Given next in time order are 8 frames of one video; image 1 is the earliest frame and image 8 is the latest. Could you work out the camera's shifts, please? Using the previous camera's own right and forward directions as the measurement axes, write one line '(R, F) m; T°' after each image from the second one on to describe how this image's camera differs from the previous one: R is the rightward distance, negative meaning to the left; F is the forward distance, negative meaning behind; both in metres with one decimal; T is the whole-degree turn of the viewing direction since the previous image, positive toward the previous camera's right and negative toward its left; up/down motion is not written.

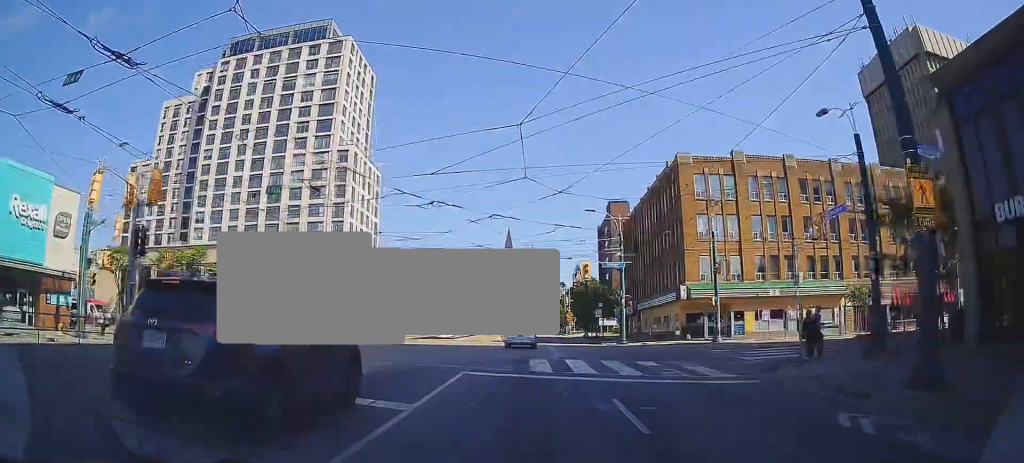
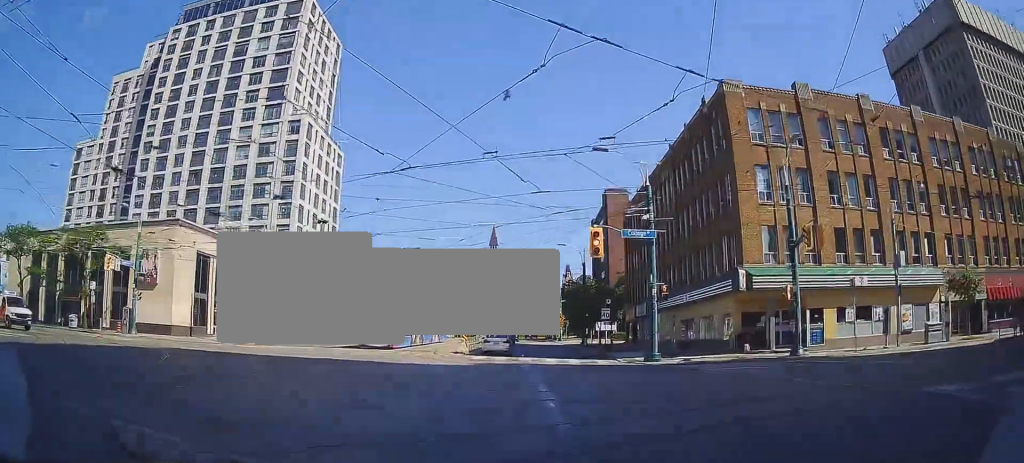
(-0.2, +14.9) m; +2°
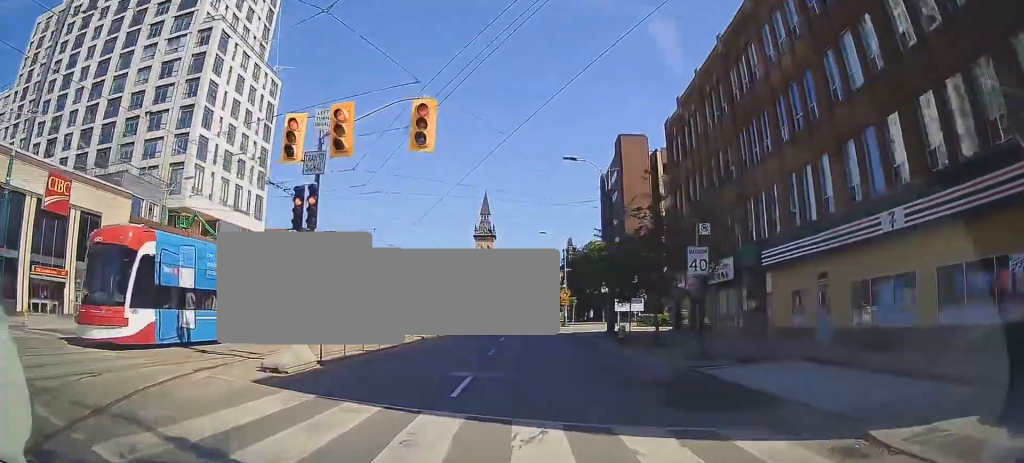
(+0.7, +23.5) m; 0°
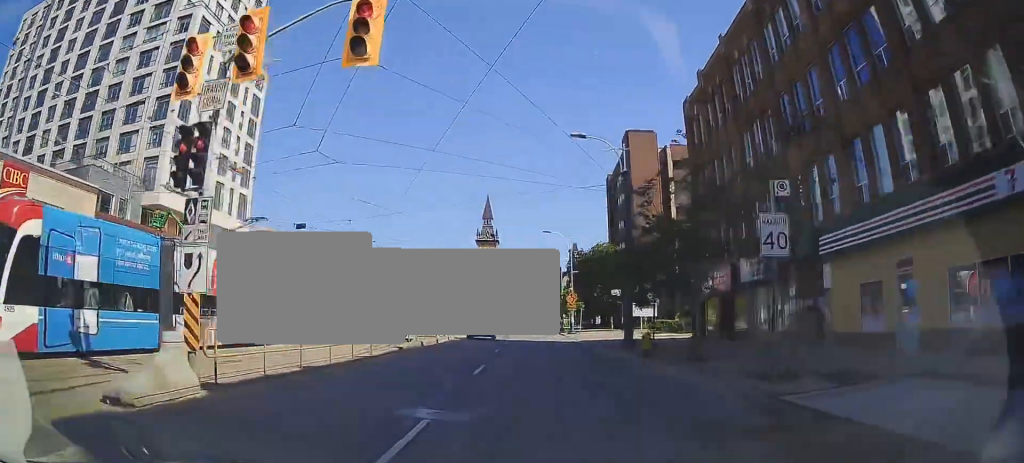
(-0.1, +4.9) m; -1°
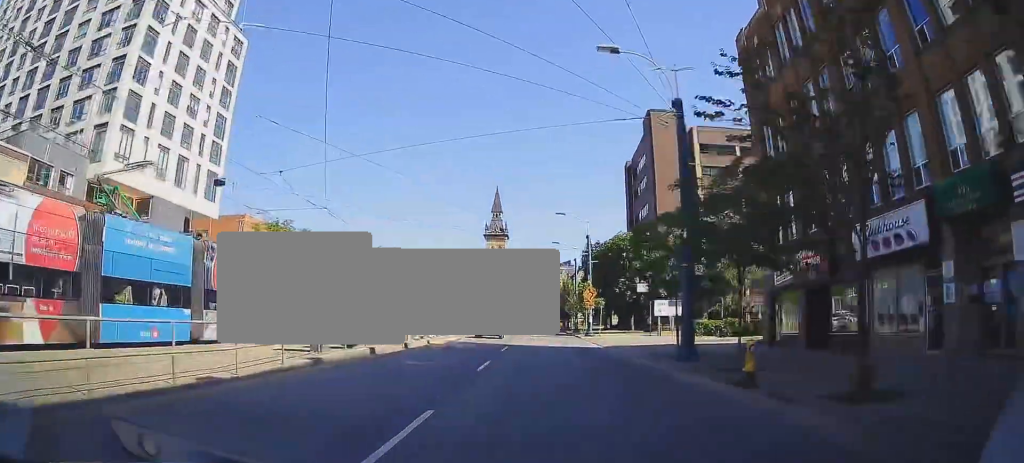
(0.0, +9.1) m; 0°
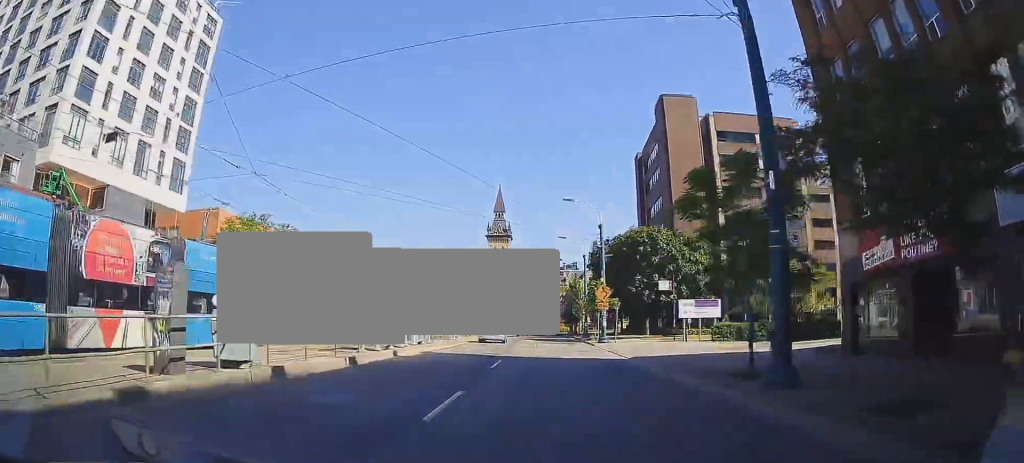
(0.0, +6.7) m; 0°
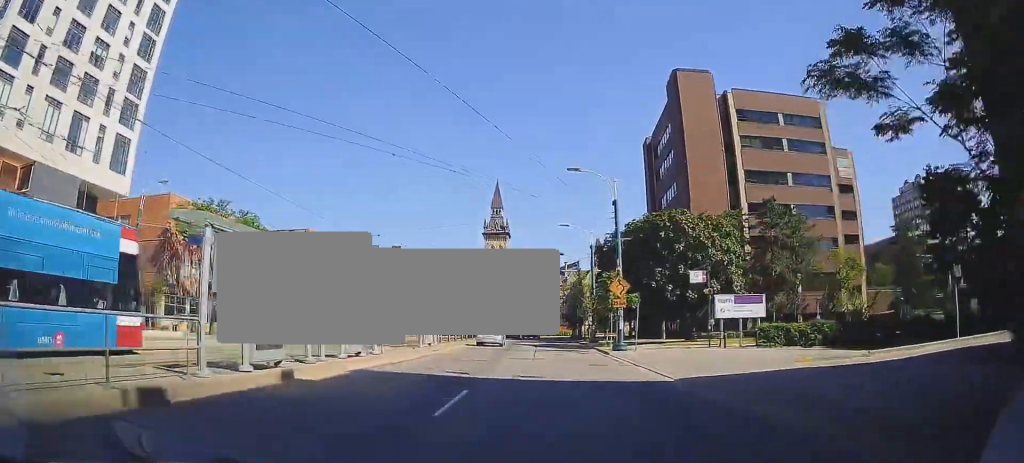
(+0.2, +8.4) m; -1°
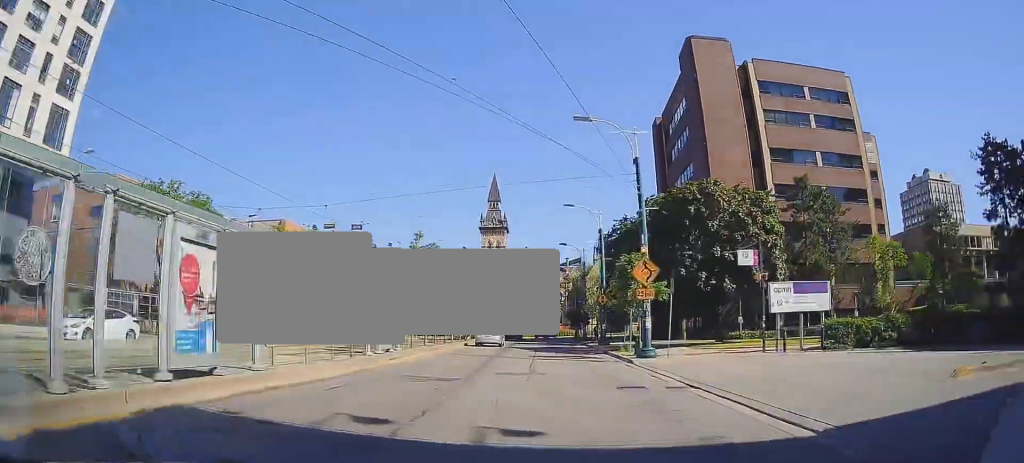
(-0.2, +7.5) m; 0°
